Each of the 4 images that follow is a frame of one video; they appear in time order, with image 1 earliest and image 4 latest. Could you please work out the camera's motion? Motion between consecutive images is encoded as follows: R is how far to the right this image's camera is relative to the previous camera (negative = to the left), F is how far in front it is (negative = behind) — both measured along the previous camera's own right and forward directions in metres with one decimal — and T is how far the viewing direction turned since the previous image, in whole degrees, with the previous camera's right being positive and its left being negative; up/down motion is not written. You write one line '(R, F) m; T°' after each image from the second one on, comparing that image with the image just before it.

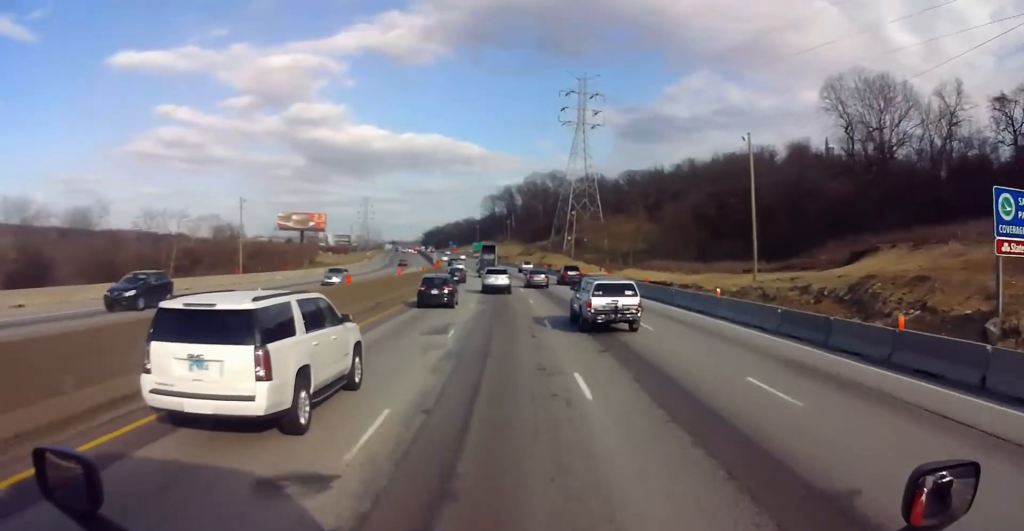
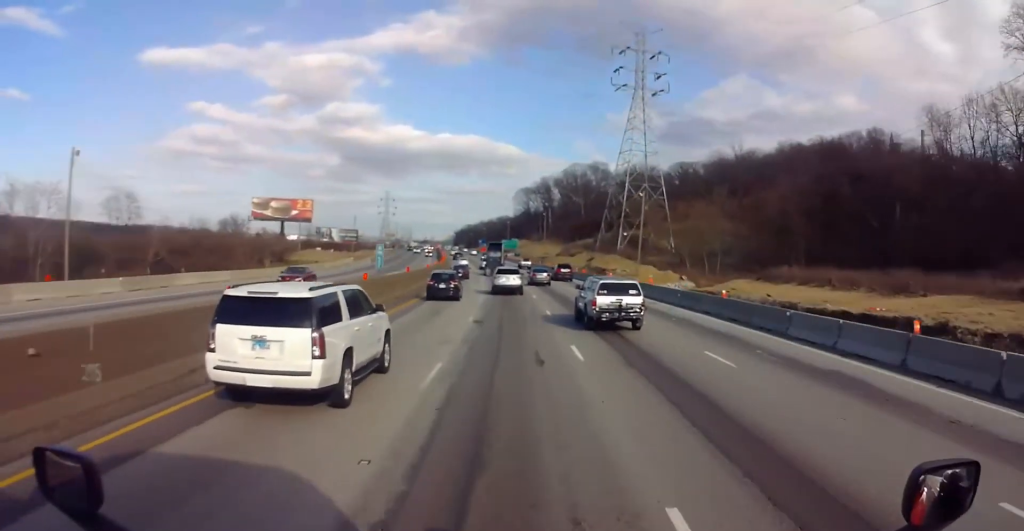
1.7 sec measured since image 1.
(-1.6, +43.5) m; -4°
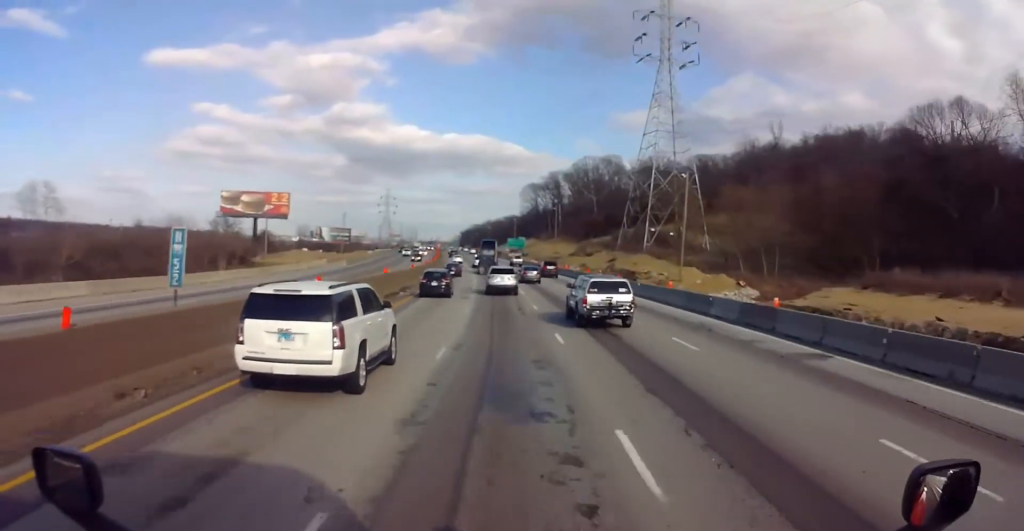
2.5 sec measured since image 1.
(0.0, +21.3) m; -2°
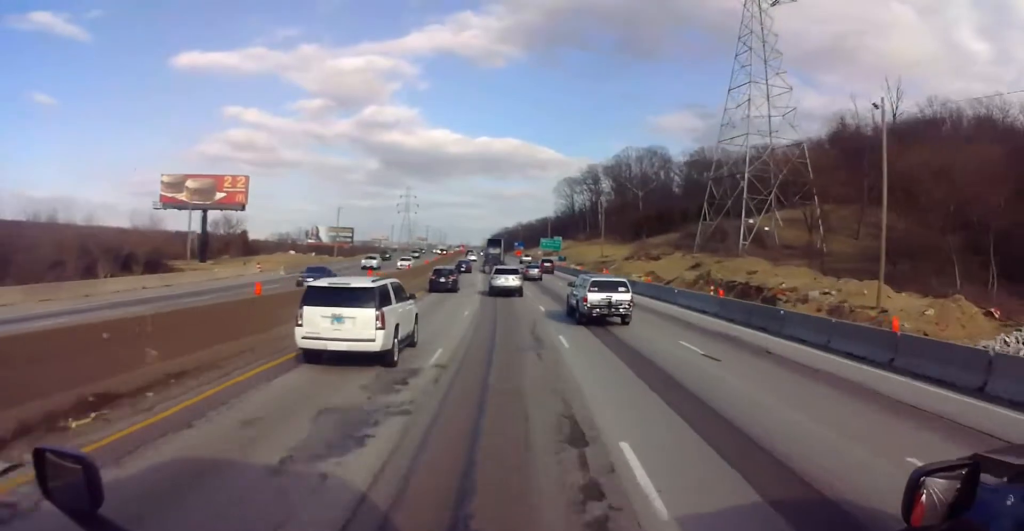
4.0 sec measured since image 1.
(-0.7, +36.7) m; -2°
